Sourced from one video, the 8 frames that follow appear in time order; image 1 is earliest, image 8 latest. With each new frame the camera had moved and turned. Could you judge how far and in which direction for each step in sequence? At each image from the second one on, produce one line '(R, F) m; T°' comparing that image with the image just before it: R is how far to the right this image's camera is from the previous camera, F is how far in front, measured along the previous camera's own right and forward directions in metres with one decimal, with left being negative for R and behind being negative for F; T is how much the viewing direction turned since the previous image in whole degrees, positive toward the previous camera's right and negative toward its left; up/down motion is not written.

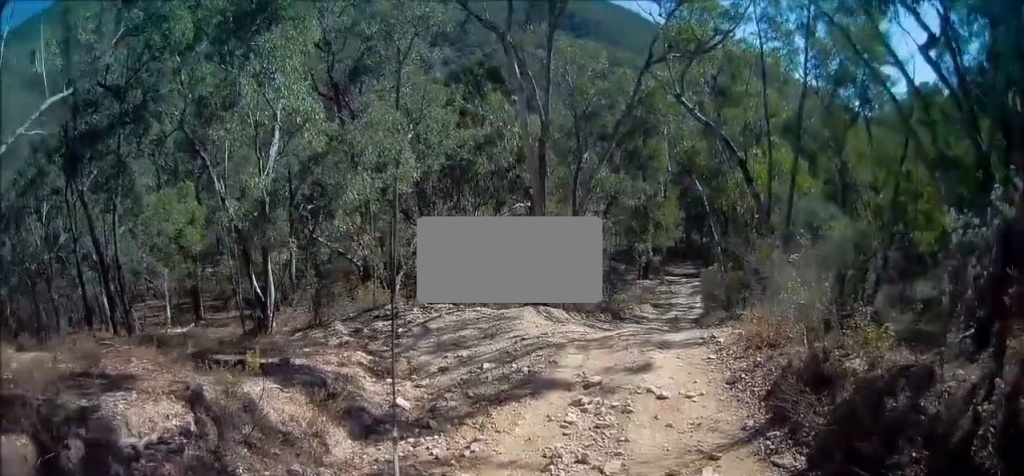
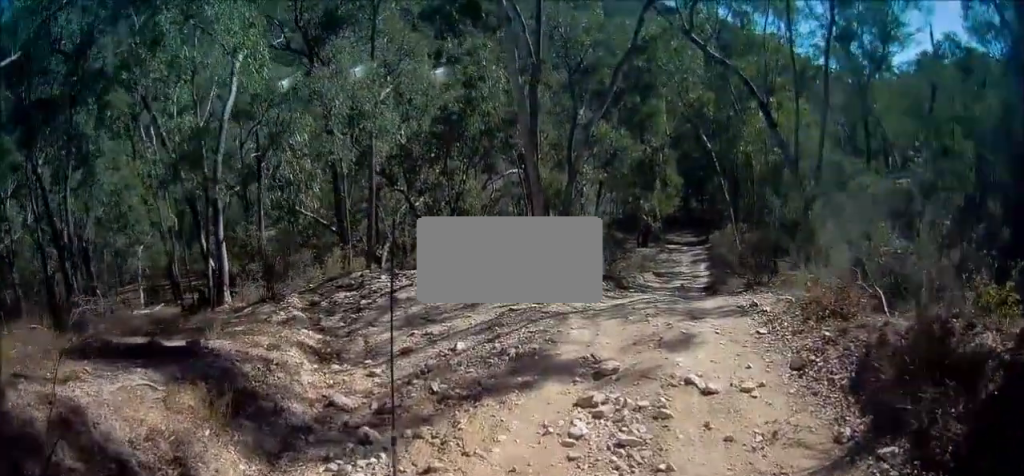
(-0.1, +2.3) m; +4°
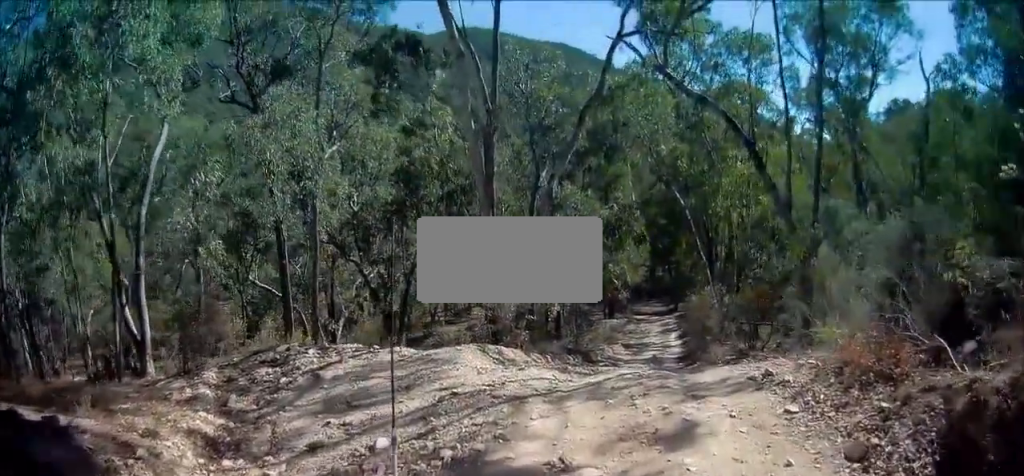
(+0.3, +2.0) m; +16°
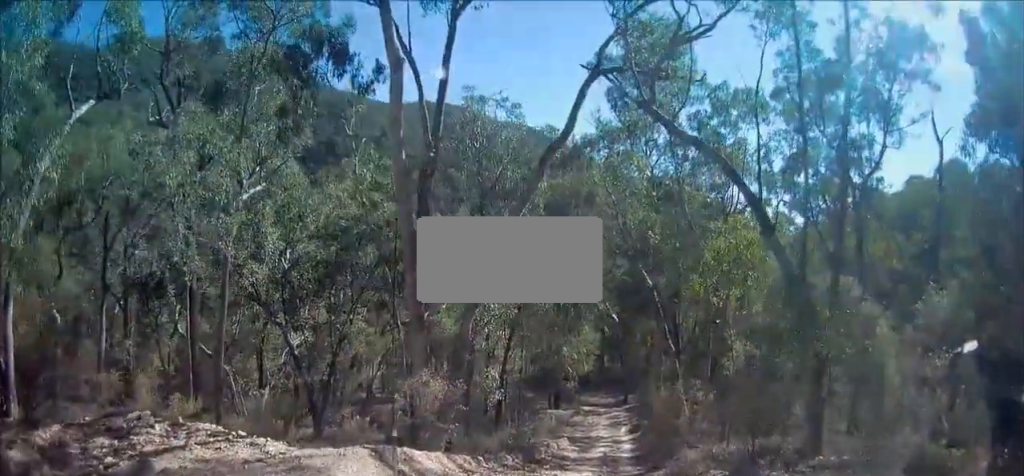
(+0.5, +3.0) m; +10°
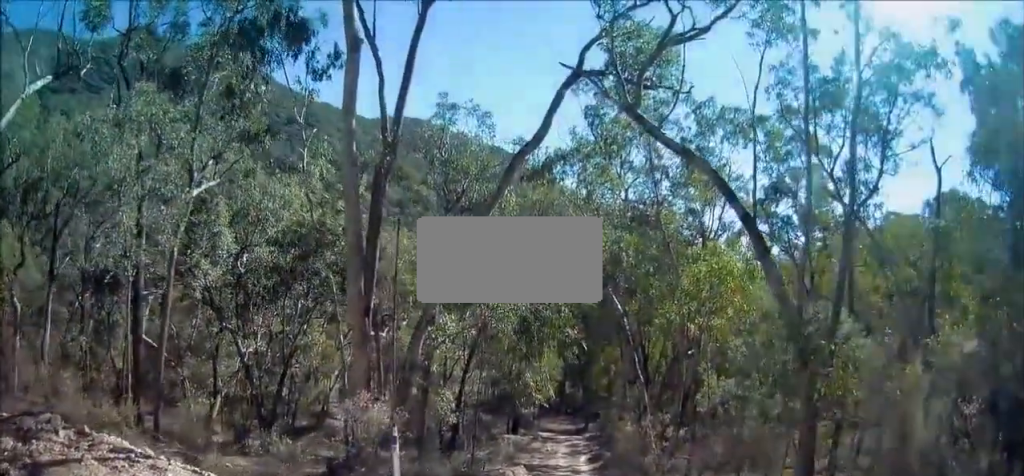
(0.0, +1.3) m; -1°
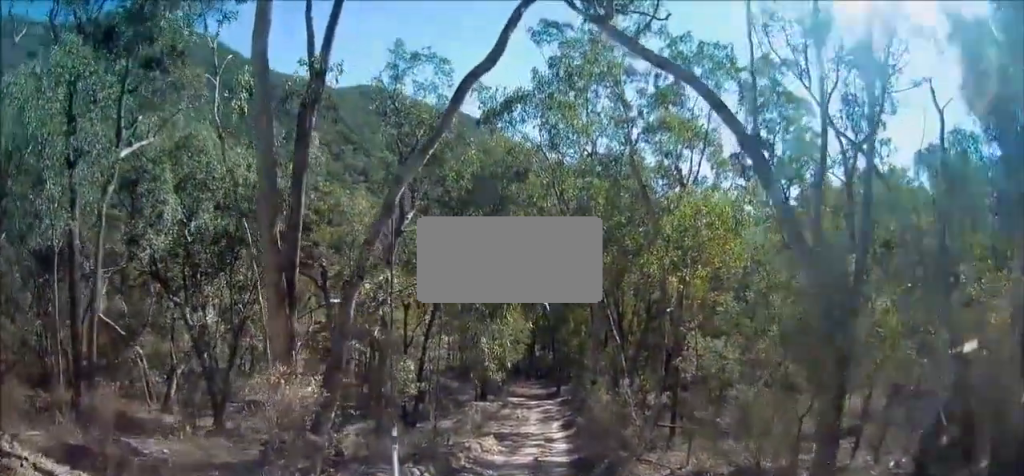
(-0.1, +1.9) m; -5°
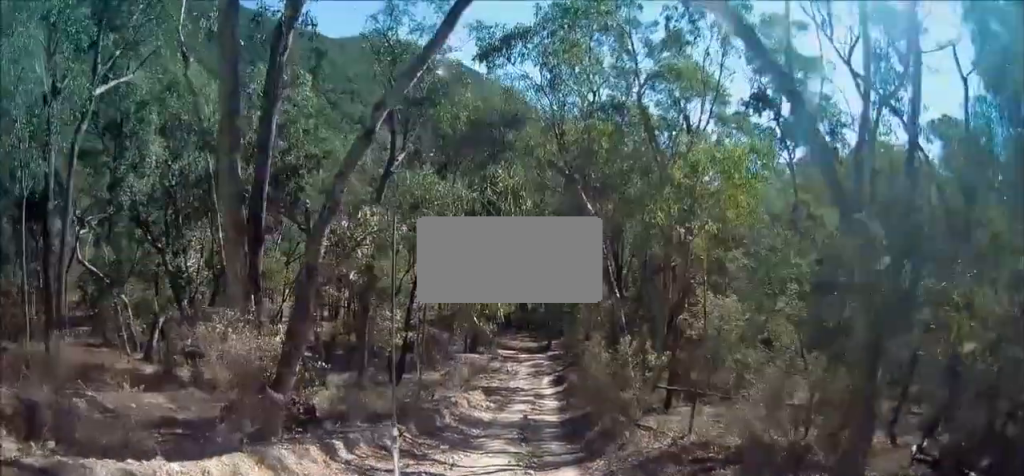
(0.0, +1.0) m; -1°
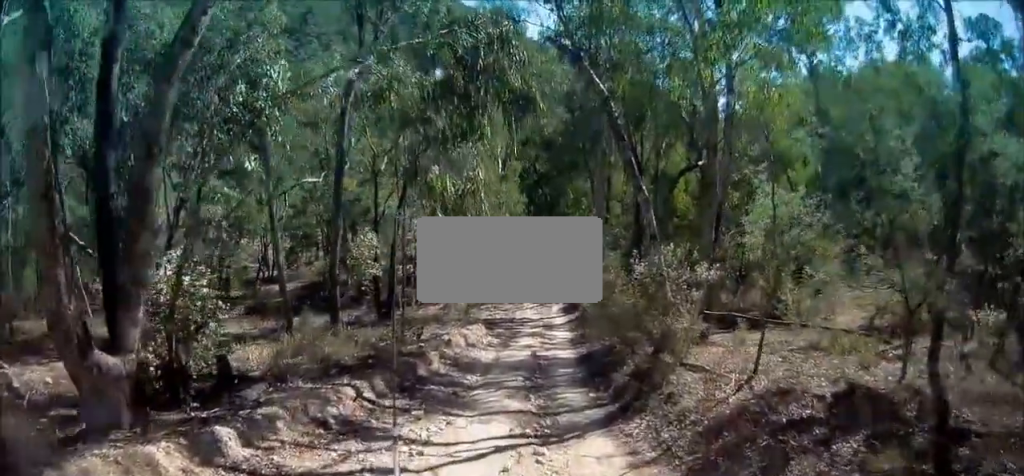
(+0.1, +3.3) m; +9°
